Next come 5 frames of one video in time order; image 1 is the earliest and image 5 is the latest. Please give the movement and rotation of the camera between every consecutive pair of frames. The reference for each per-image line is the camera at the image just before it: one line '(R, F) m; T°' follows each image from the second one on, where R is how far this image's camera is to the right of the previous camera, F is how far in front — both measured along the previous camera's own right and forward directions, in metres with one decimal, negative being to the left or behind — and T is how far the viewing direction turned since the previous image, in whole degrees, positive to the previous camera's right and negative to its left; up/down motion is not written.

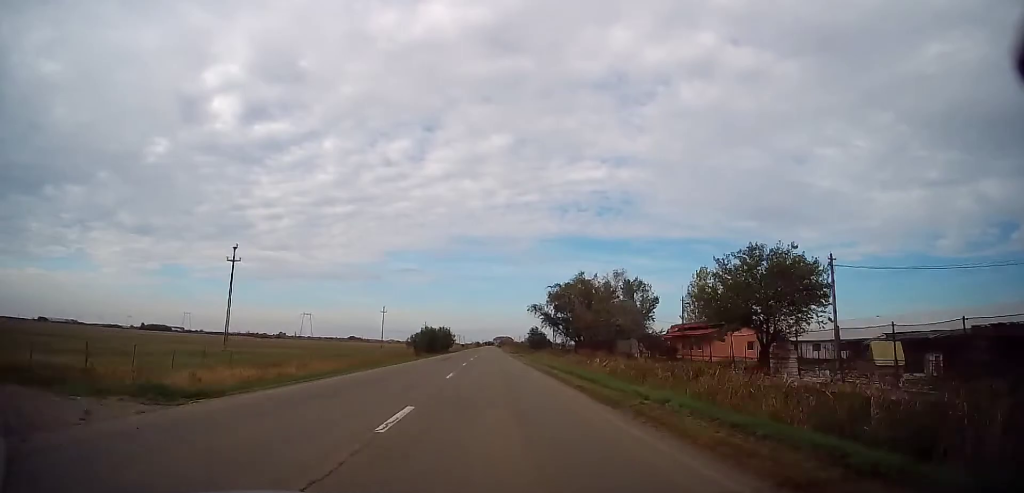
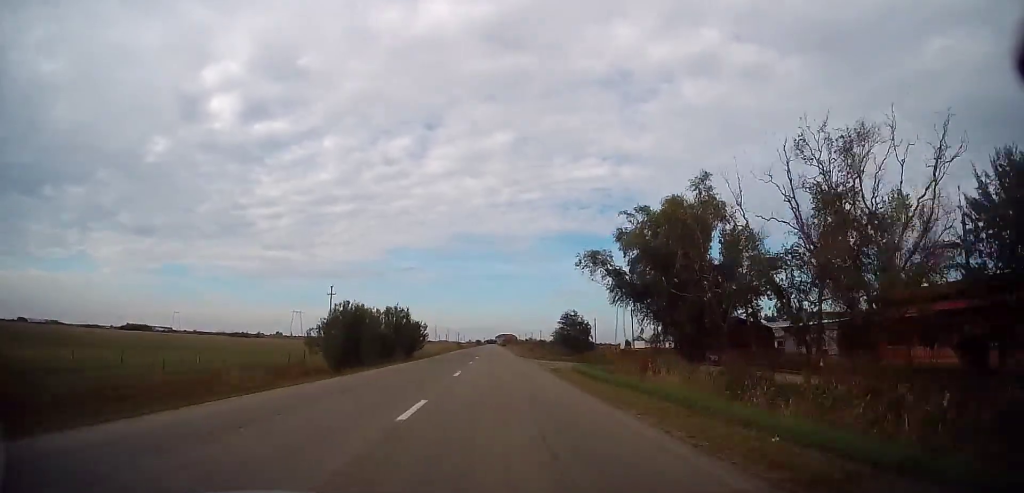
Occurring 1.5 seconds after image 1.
(-0.6, +45.5) m; 0°
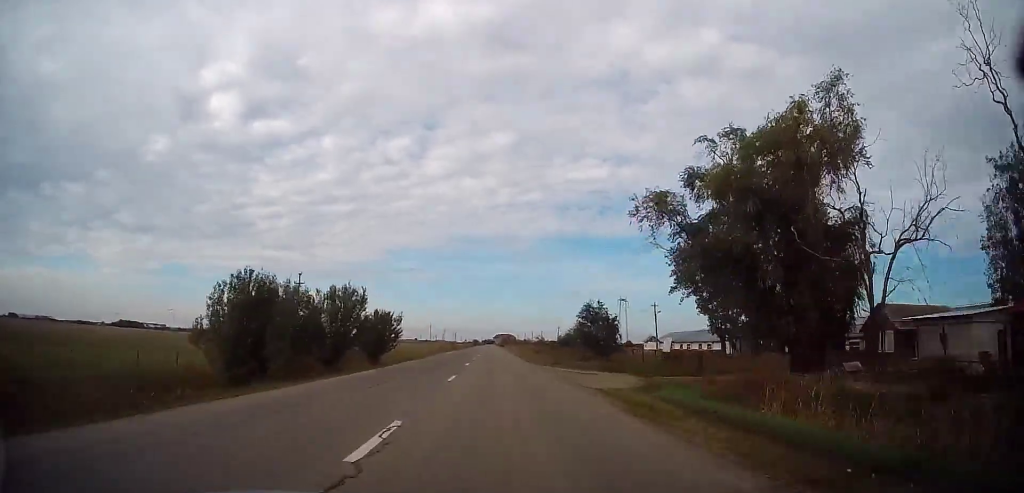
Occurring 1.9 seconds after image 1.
(+0.2, +14.3) m; 0°
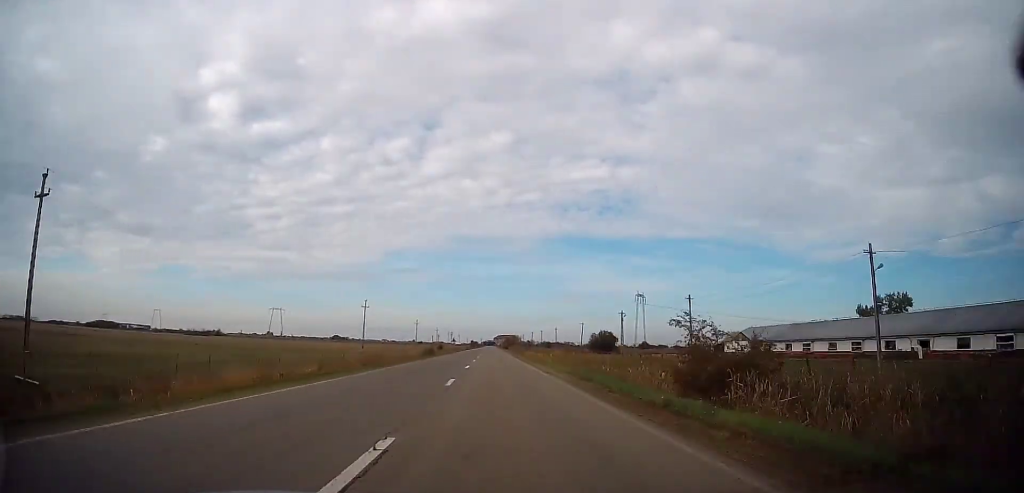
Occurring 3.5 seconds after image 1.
(0.0, +46.9) m; 0°
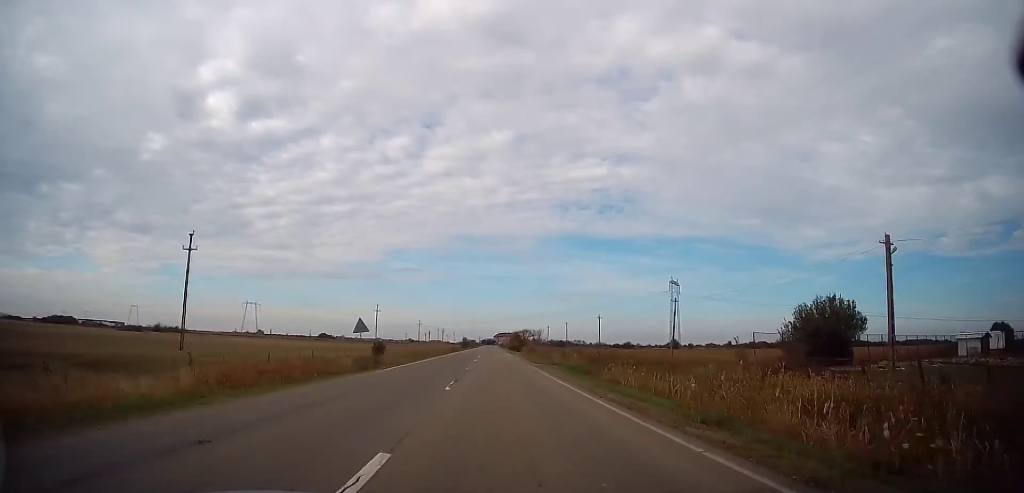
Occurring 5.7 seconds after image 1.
(+0.7, +69.1) m; 0°
